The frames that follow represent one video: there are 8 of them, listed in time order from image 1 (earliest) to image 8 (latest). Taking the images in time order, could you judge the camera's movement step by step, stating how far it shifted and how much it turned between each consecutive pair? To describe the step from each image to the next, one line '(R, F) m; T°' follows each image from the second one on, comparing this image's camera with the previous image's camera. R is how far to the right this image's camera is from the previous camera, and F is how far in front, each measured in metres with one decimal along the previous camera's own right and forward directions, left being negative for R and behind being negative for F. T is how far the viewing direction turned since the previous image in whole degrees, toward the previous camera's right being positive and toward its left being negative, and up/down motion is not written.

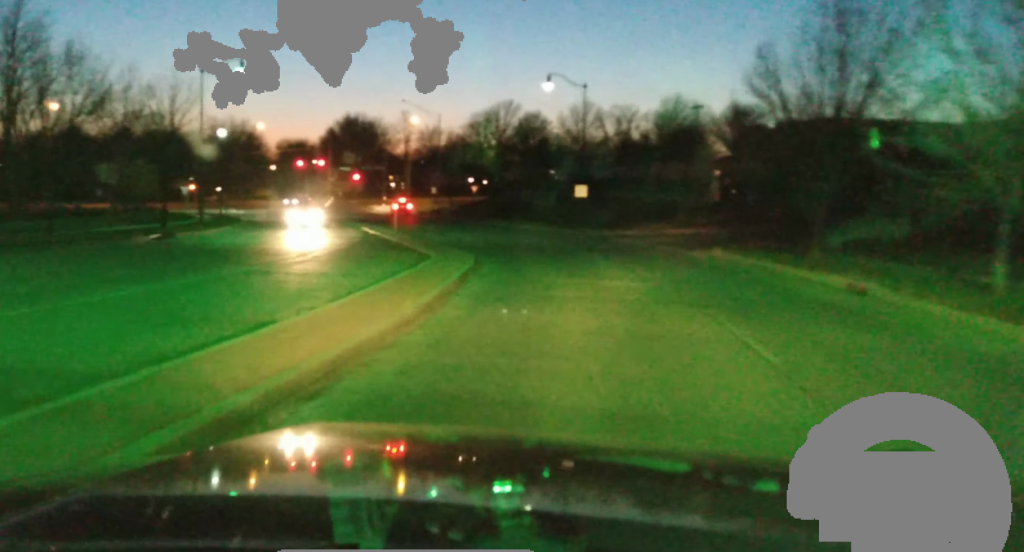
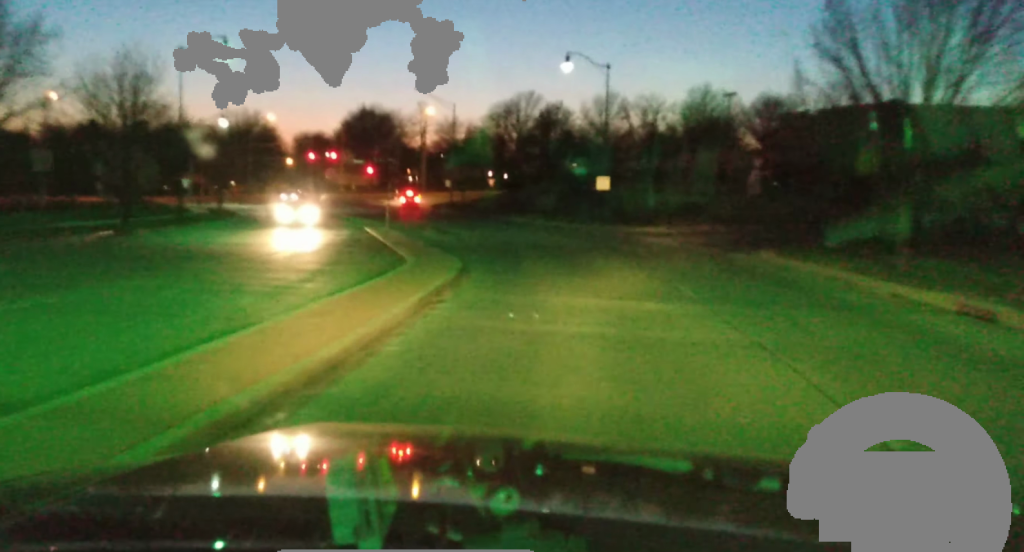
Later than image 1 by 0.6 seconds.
(-0.2, +6.0) m; -1°
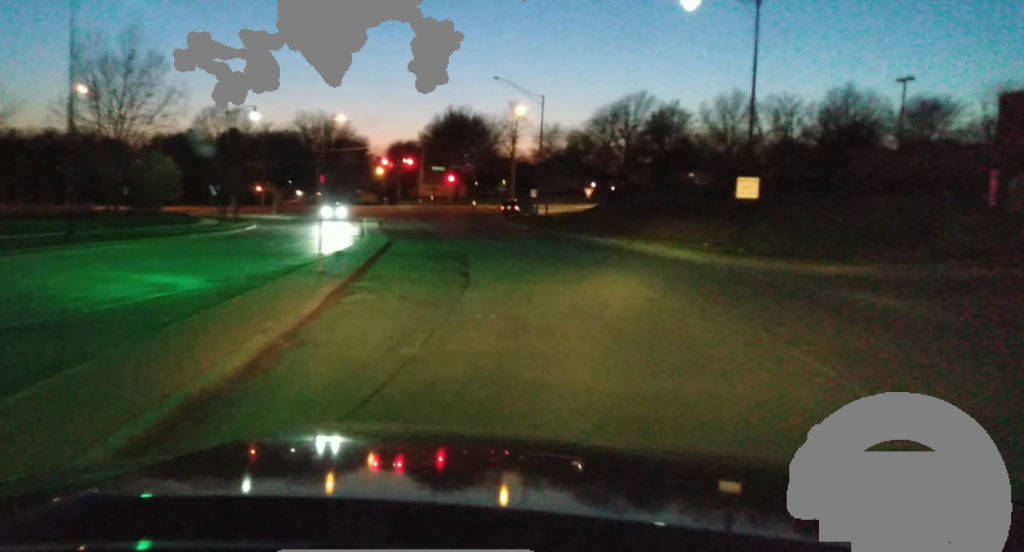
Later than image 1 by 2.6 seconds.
(-0.4, +21.1) m; -6°
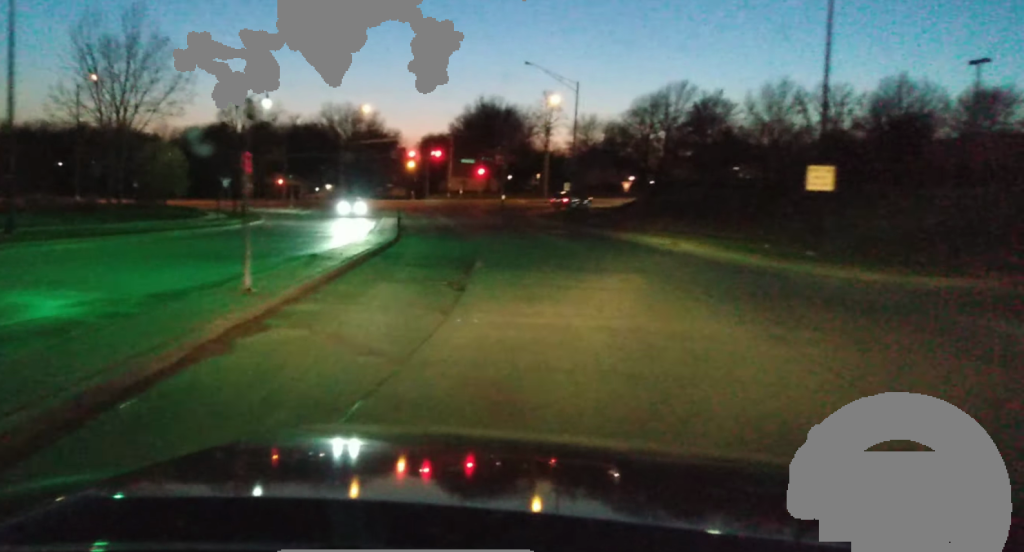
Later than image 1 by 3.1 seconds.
(-0.3, +5.5) m; -2°
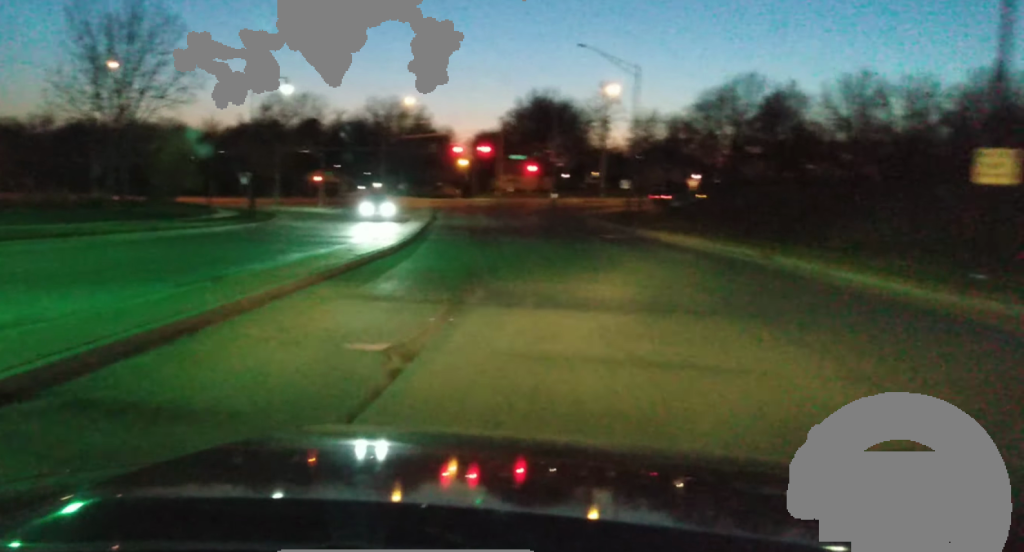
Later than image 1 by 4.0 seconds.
(-0.3, +9.0) m; -4°
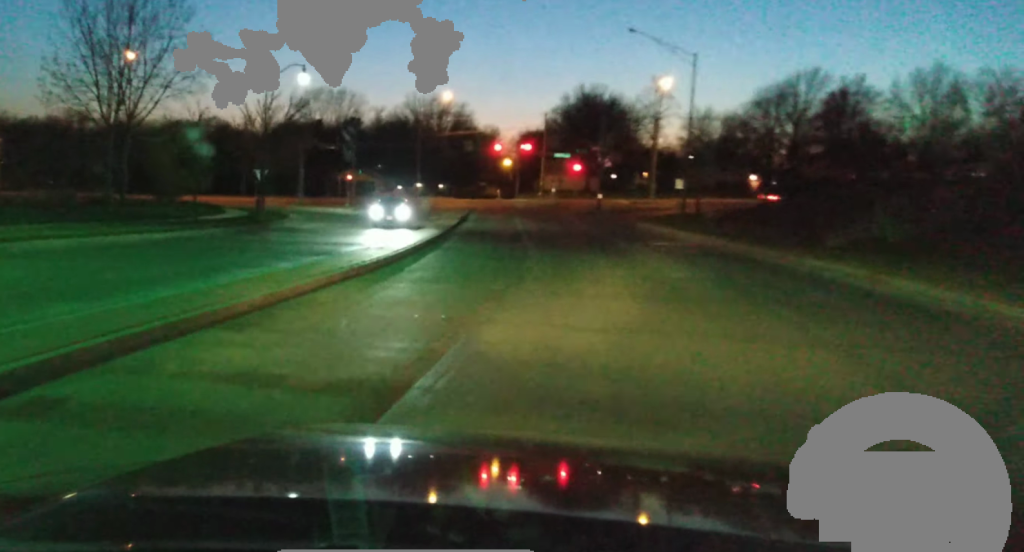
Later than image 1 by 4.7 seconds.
(-0.1, +6.9) m; -3°
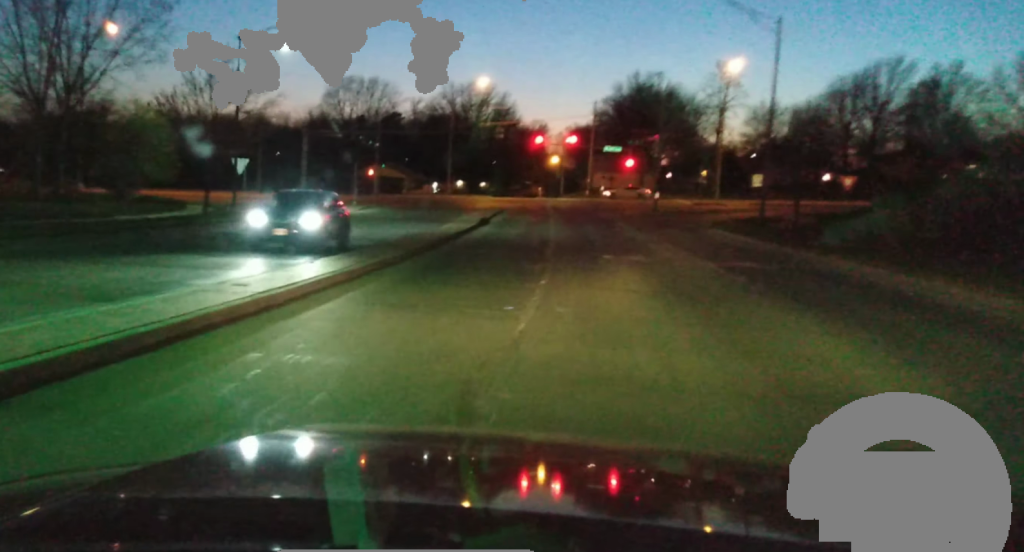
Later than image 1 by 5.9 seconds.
(-0.5, +13.0) m; -1°
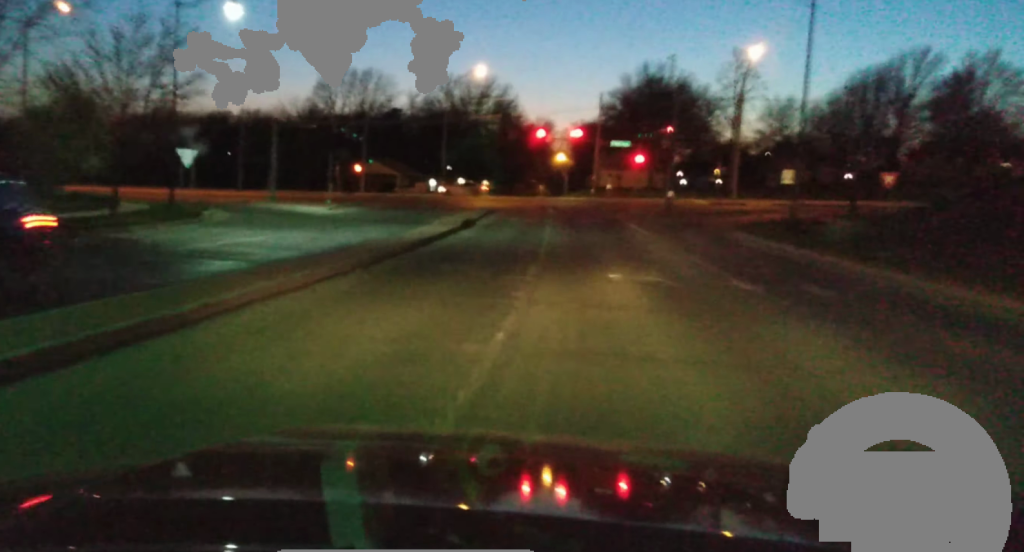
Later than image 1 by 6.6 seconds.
(+0.2, +7.8) m; 0°
